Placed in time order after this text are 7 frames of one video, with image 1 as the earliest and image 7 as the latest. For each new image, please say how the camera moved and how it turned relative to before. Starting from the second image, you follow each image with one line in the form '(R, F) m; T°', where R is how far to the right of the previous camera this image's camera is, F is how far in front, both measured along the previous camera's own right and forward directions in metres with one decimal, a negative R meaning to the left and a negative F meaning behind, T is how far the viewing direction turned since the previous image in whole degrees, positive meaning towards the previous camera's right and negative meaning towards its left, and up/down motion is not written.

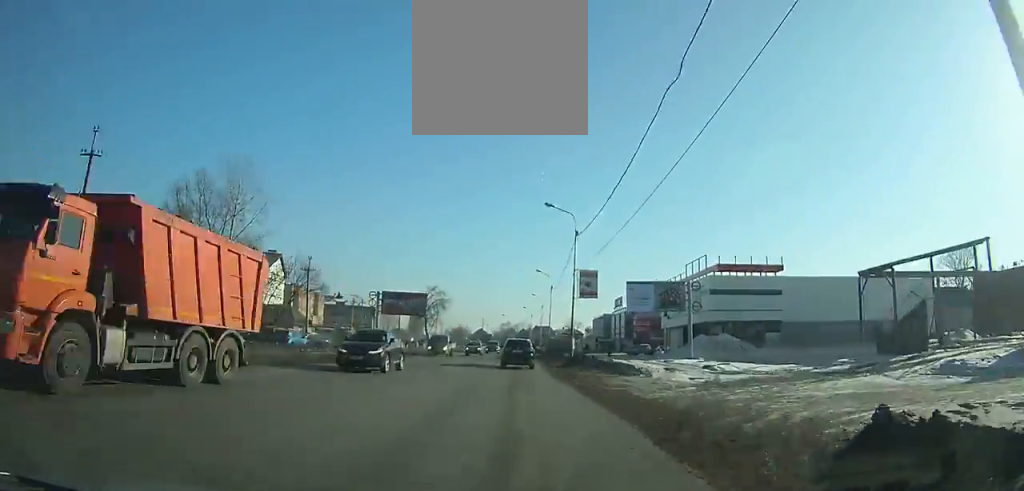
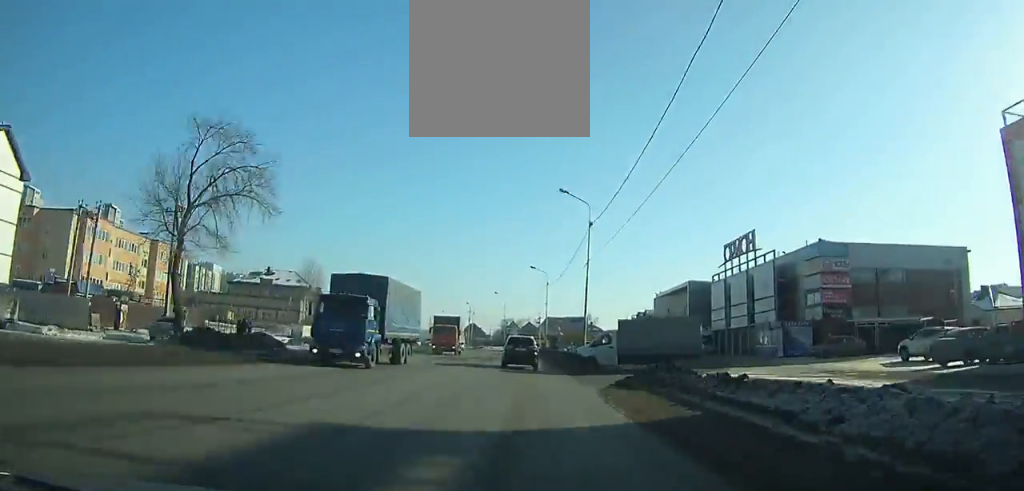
(0.0, +72.1) m; -1°
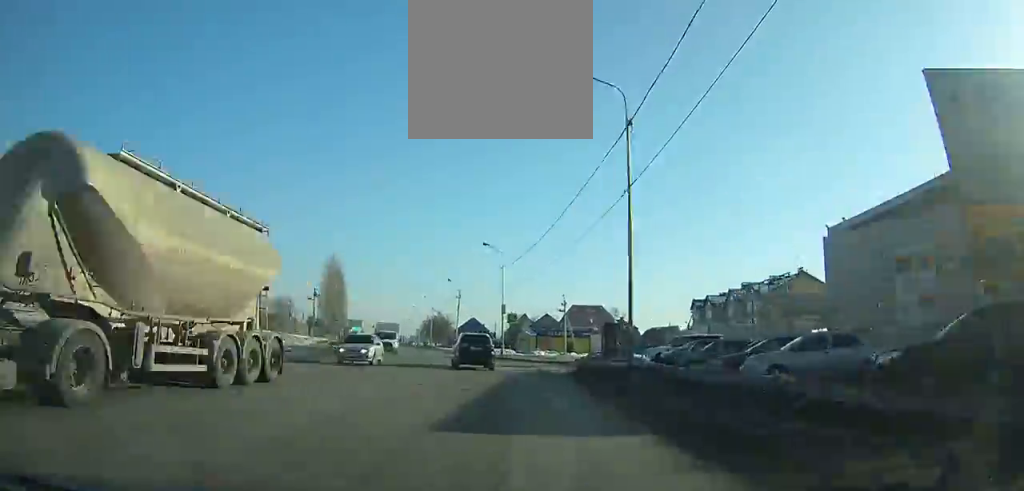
(-1.2, +50.8) m; -6°
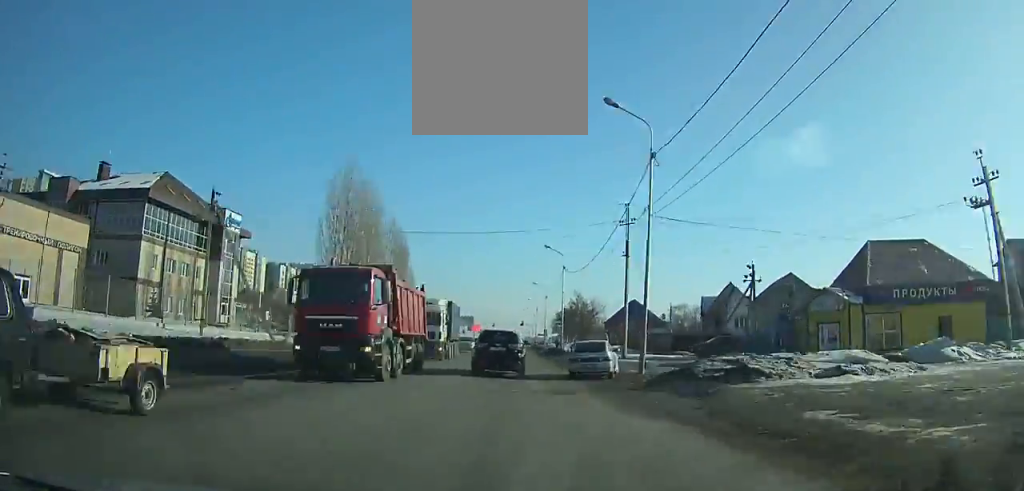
(-5.5, +61.6) m; -7°
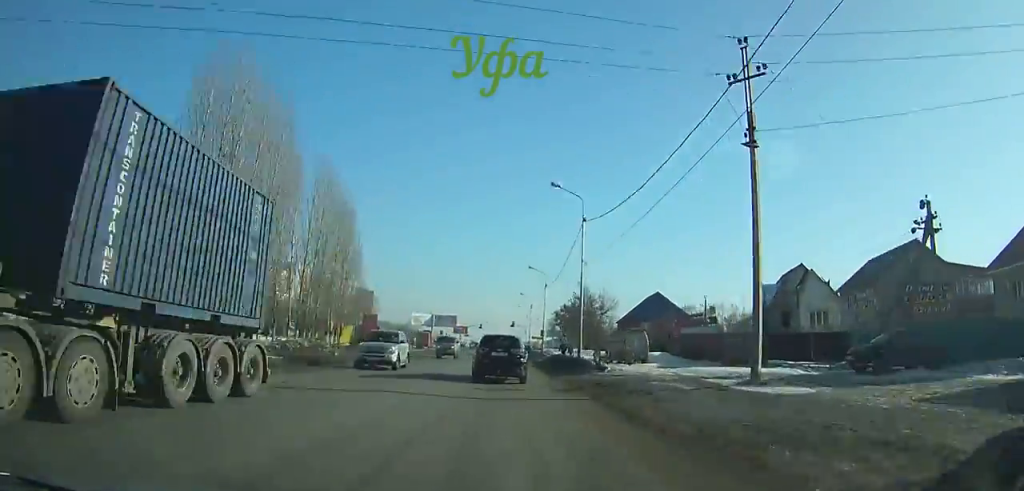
(-0.2, +22.6) m; 0°
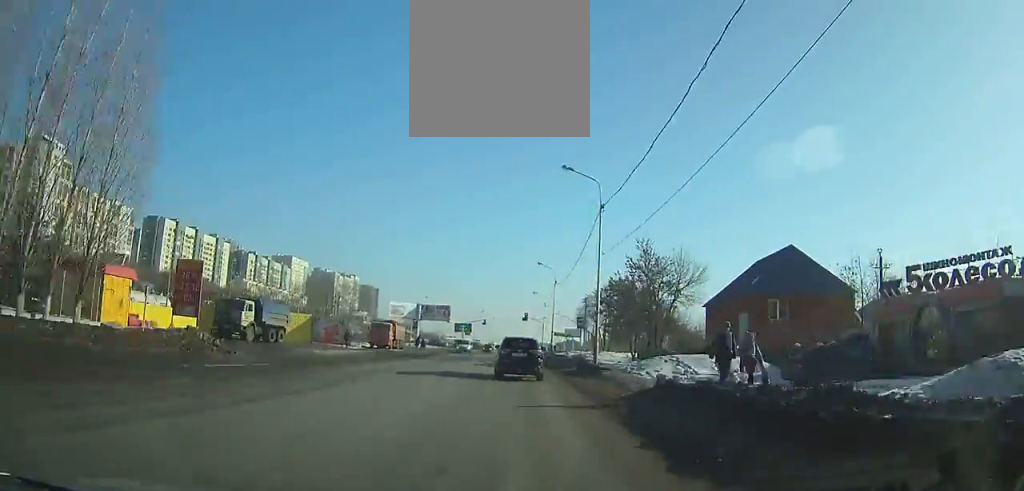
(-0.2, +35.6) m; 0°
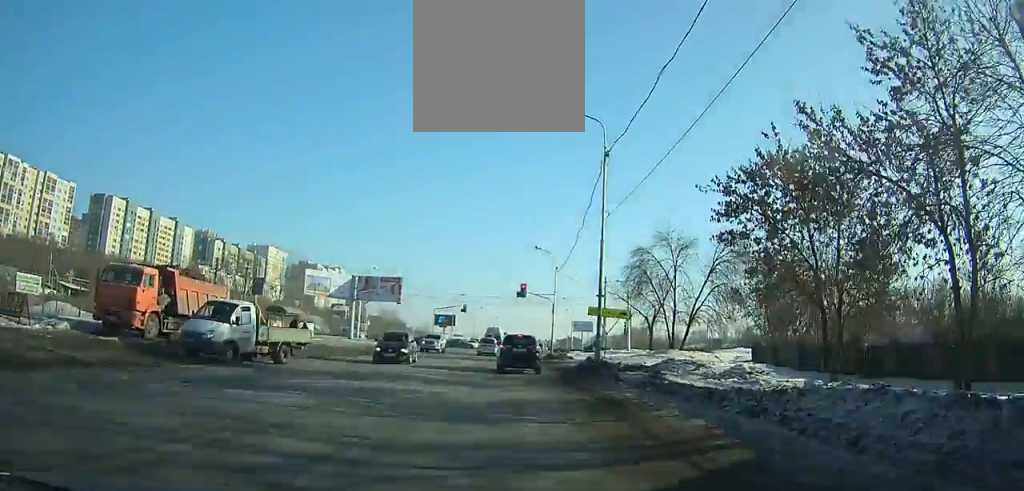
(0.0, +35.3) m; 0°
